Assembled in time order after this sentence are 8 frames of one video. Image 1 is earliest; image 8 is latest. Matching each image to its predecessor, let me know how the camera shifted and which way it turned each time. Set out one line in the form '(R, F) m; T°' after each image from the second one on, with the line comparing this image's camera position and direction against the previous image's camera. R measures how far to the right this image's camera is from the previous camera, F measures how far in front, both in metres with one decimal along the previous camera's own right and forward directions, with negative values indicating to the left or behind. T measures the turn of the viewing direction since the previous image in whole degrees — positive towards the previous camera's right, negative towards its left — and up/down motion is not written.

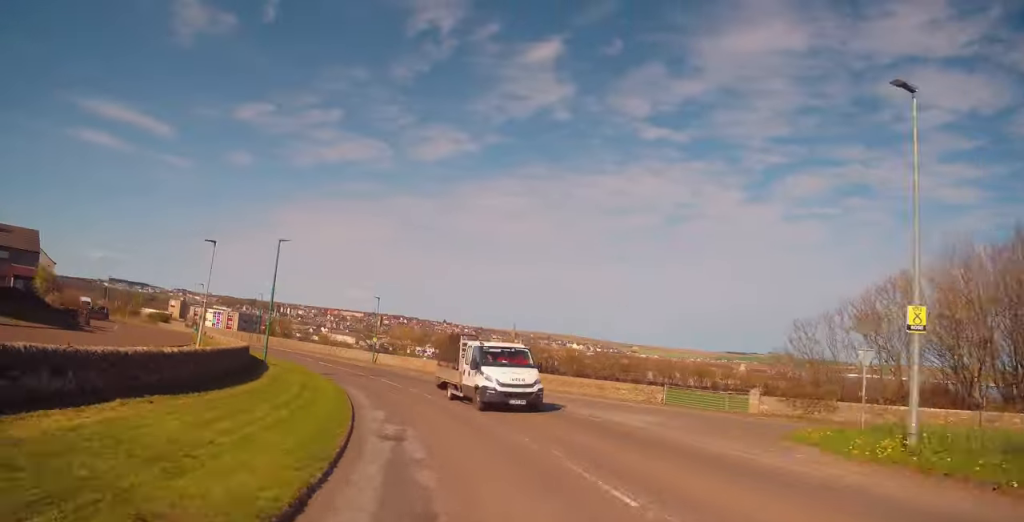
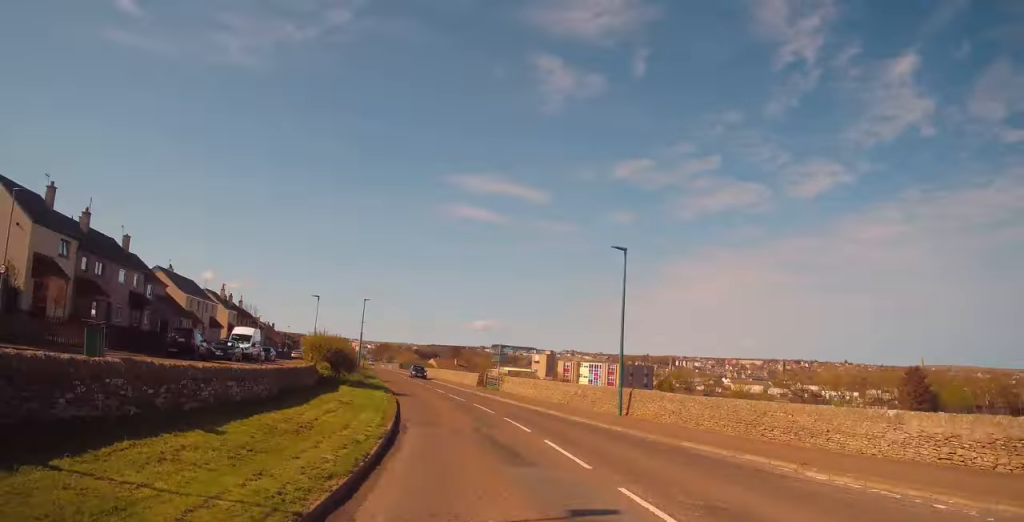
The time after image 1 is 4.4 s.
(-17.4, +57.9) m; -25°
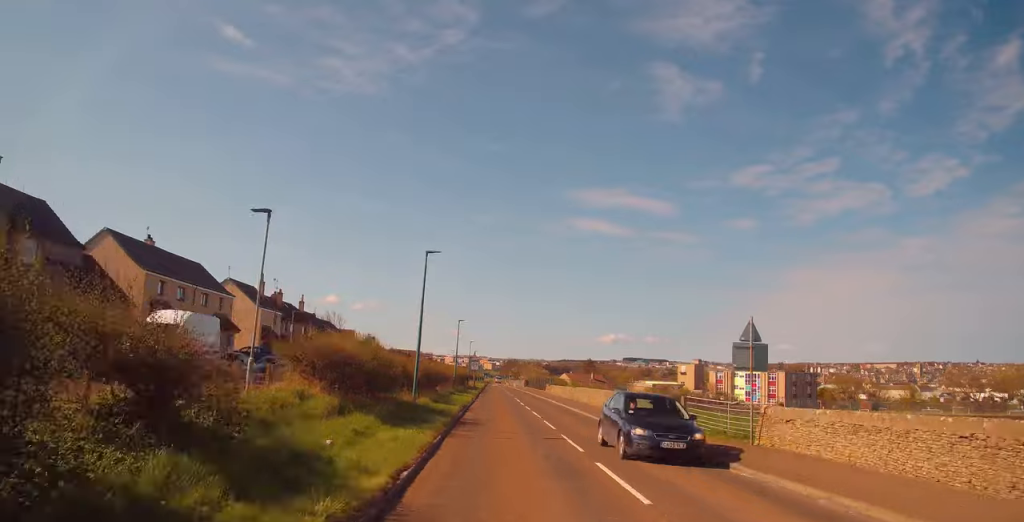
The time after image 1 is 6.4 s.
(-2.3, +28.0) m; -7°
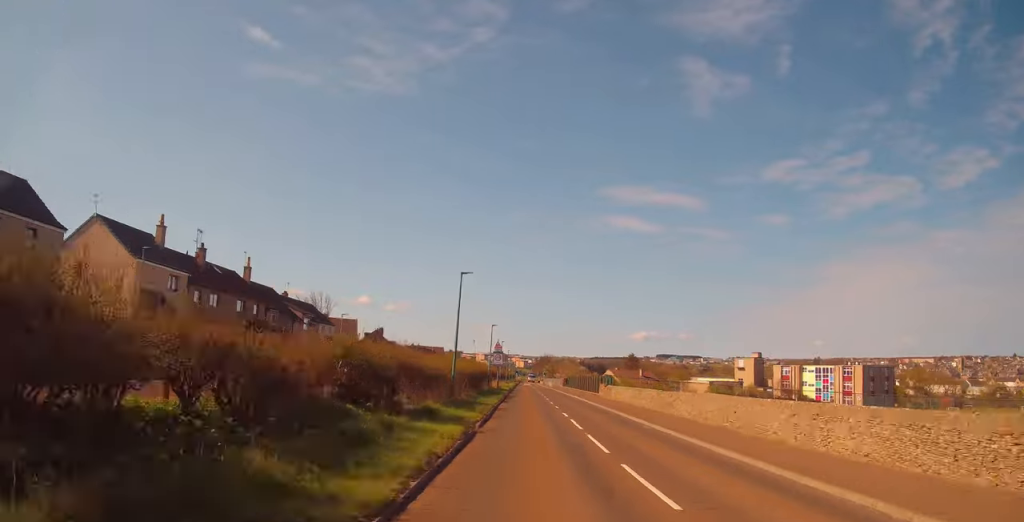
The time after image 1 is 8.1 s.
(-0.9, +24.5) m; -1°
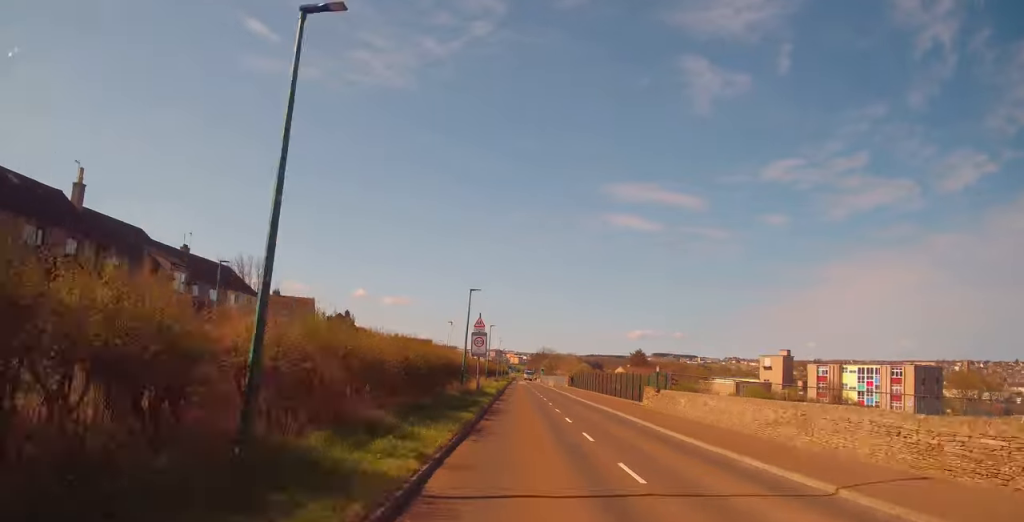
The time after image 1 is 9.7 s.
(-0.3, +22.7) m; -1°
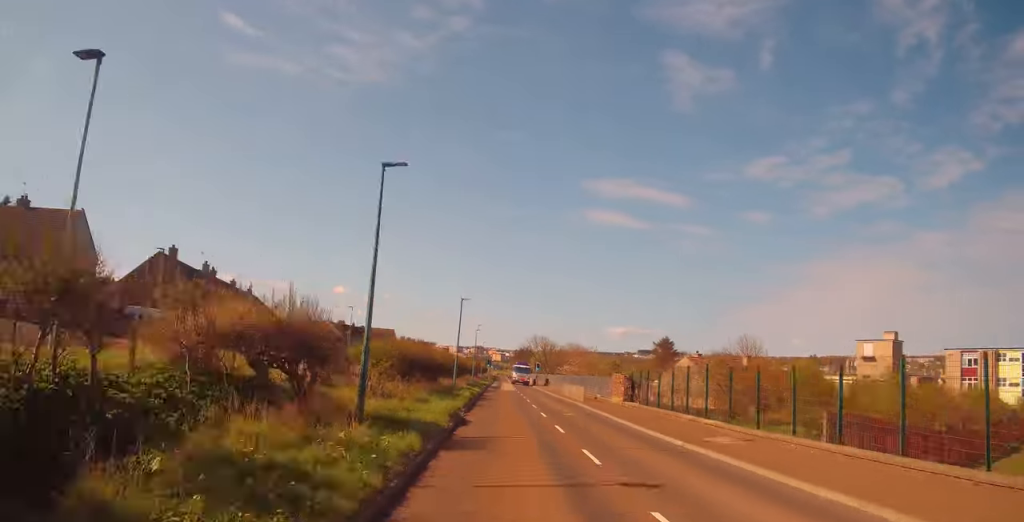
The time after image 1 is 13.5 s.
(-1.0, +53.5) m; -3°
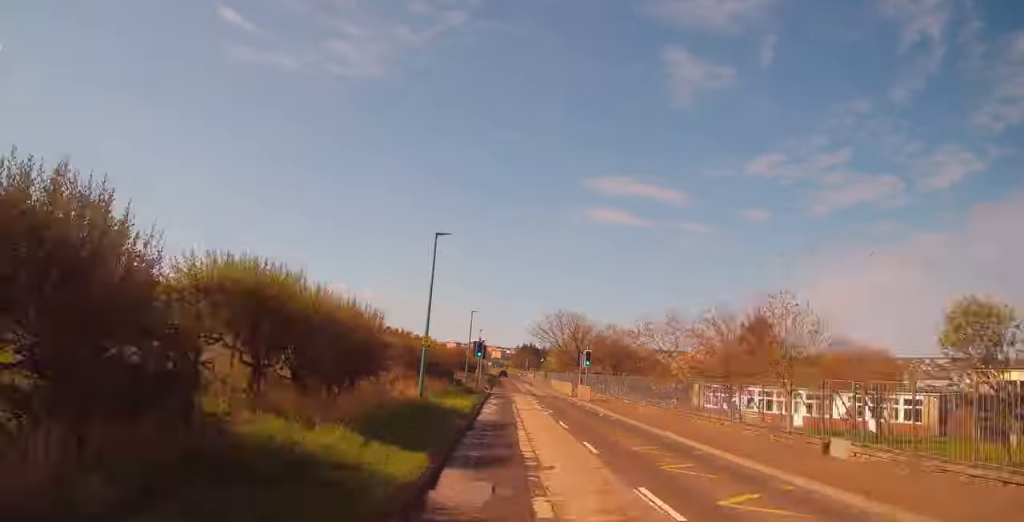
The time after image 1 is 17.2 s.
(-2.1, +53.9) m; +4°
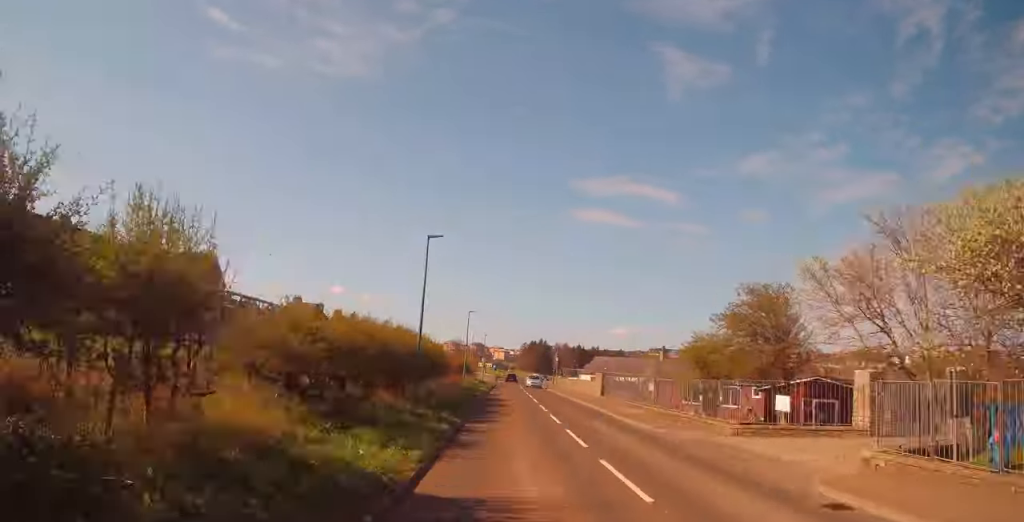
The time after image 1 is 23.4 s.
(+6.0, +86.2) m; +1°
